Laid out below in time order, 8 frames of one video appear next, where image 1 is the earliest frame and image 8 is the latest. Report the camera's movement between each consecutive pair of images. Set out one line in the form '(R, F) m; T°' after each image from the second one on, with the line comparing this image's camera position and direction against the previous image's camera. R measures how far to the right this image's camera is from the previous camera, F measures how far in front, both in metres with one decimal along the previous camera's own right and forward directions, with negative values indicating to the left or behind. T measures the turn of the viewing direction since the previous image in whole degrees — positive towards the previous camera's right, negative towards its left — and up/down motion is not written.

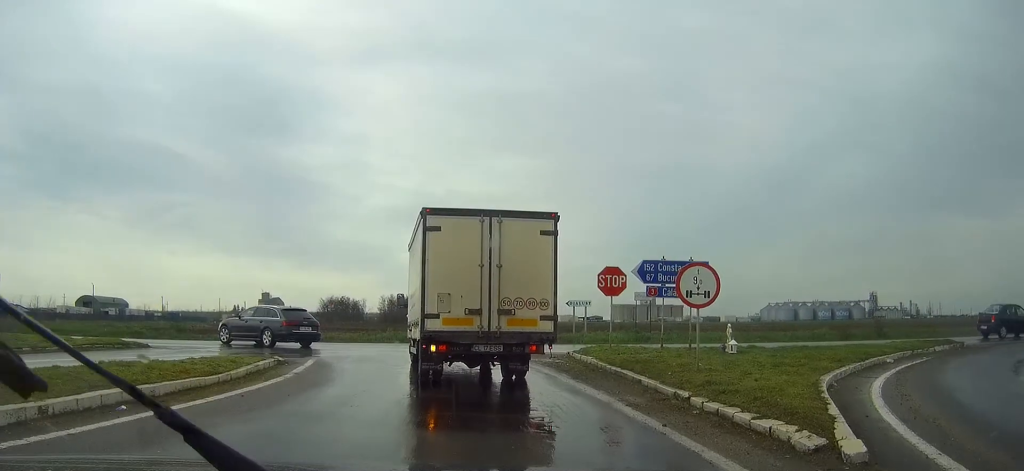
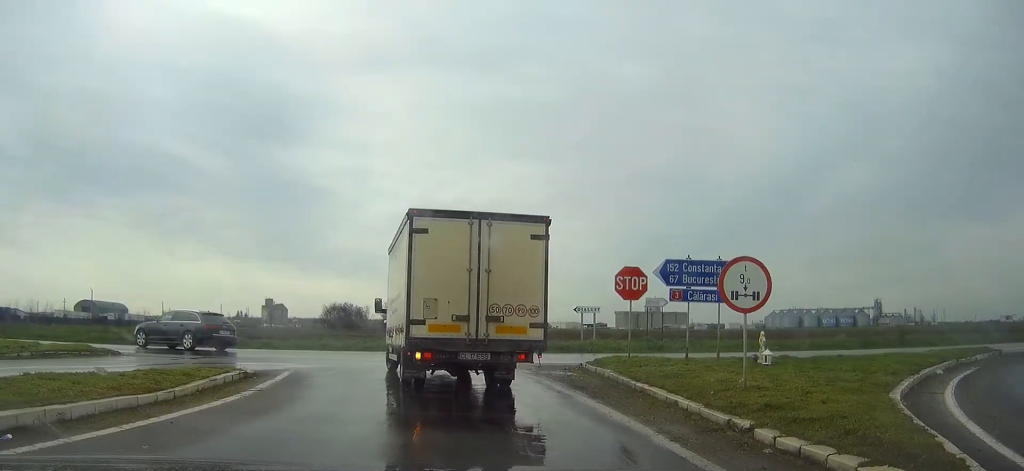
(0.0, +2.4) m; -1°
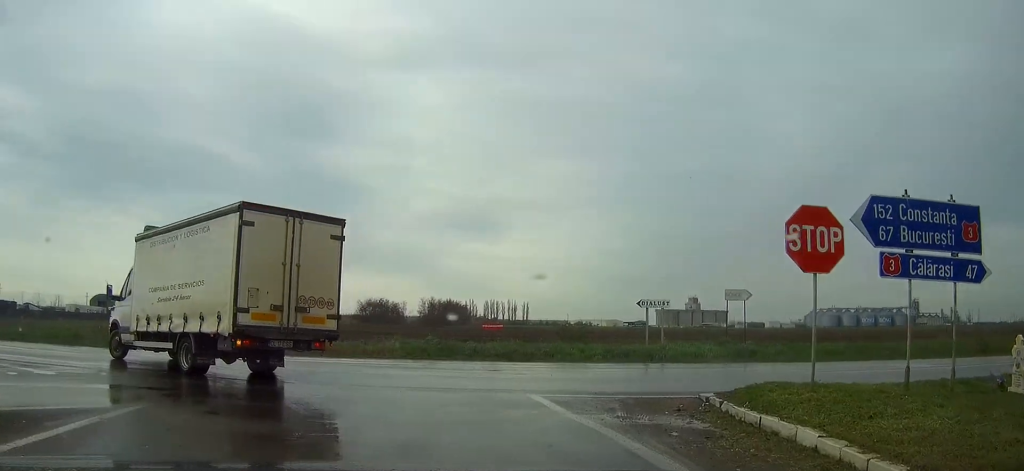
(-0.6, +9.0) m; -7°
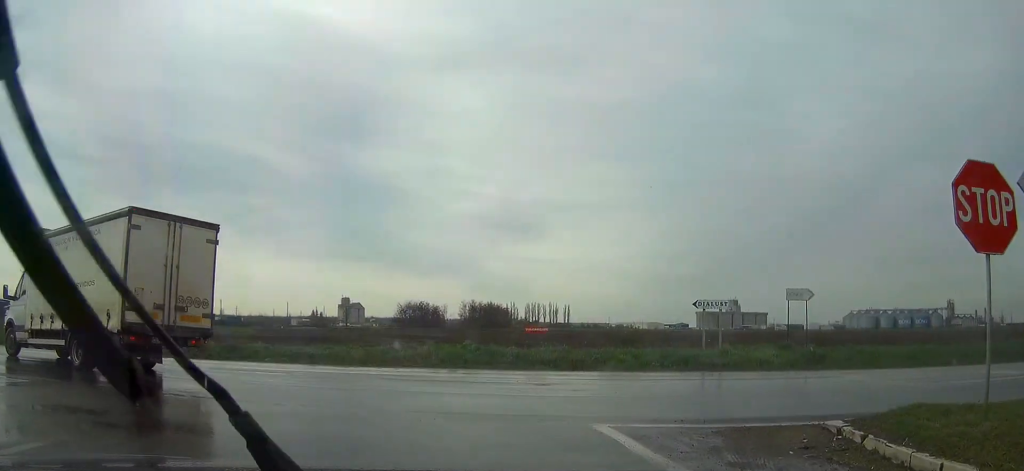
(0.0, +2.9) m; -3°
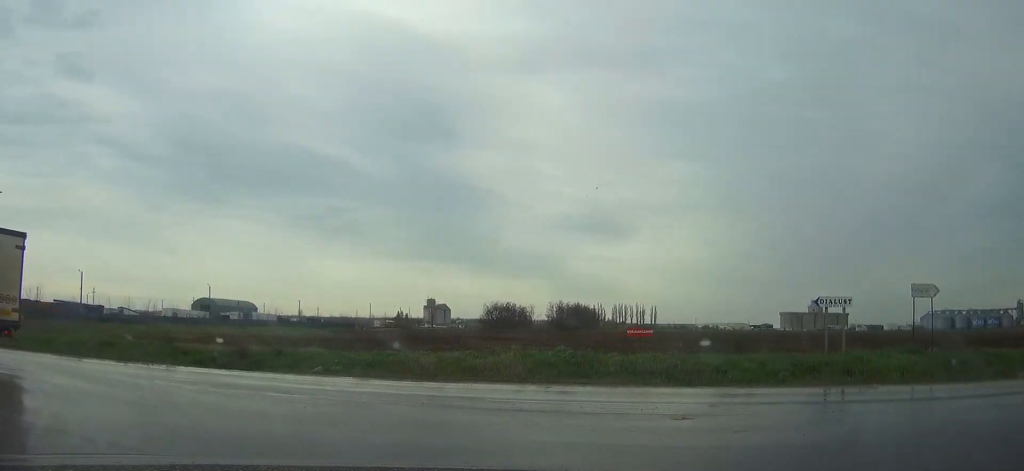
(-0.2, +5.1) m; -10°
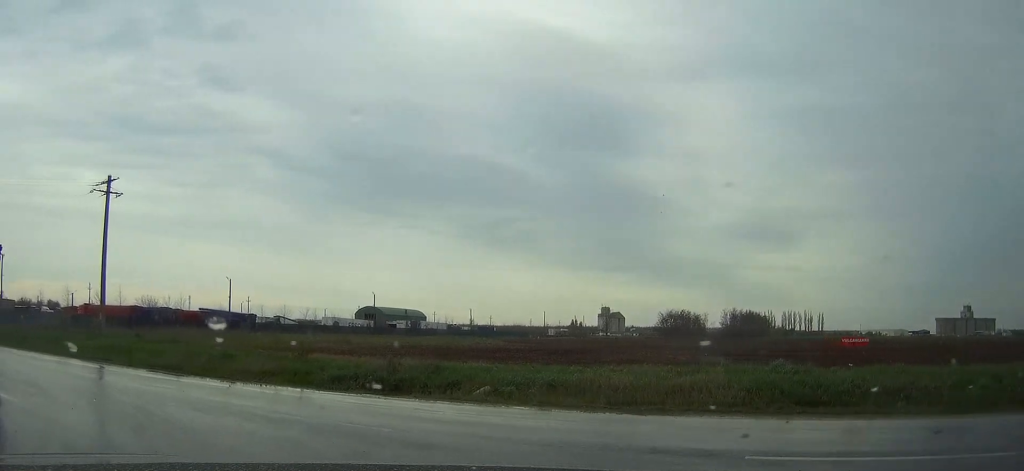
(-0.5, +4.6) m; -13°
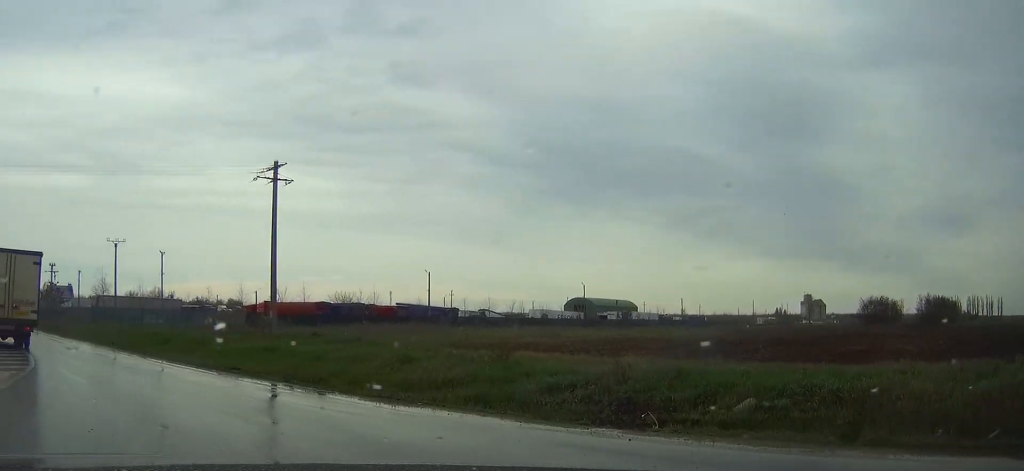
(-0.6, +5.1) m; -16°
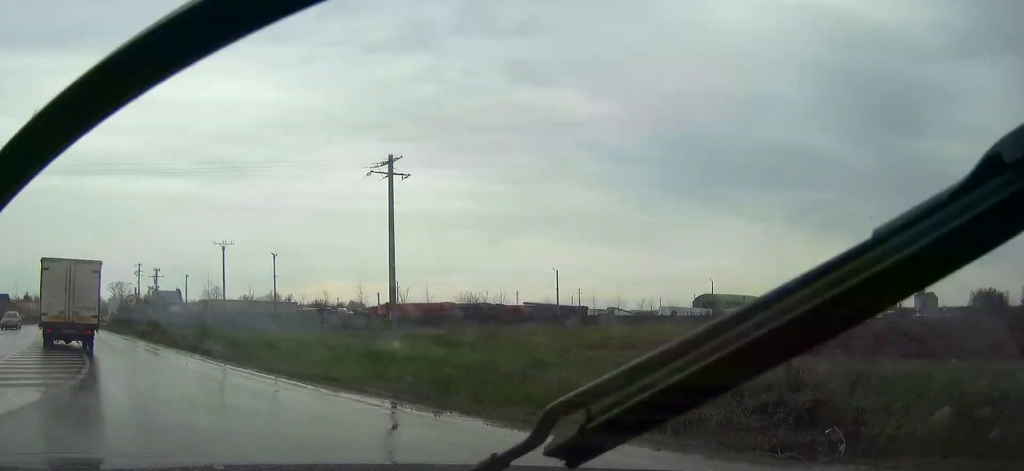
(-0.2, +3.0) m; -9°
